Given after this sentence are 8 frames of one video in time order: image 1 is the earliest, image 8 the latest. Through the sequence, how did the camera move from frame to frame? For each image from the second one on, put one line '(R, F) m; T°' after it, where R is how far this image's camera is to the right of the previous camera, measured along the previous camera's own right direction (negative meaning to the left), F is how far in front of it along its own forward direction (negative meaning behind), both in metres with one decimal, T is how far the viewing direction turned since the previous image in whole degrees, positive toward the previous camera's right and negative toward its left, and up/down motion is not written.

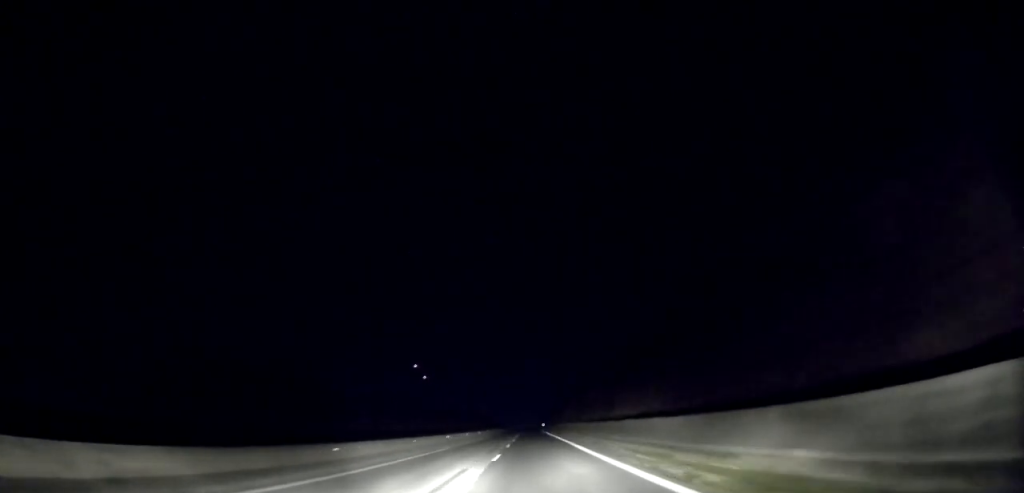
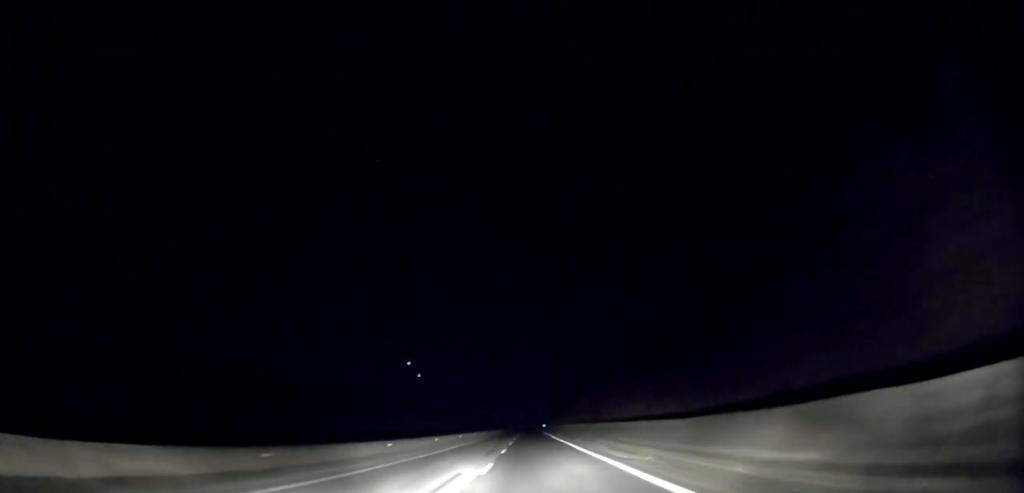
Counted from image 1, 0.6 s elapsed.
(-0.4, +16.9) m; 0°
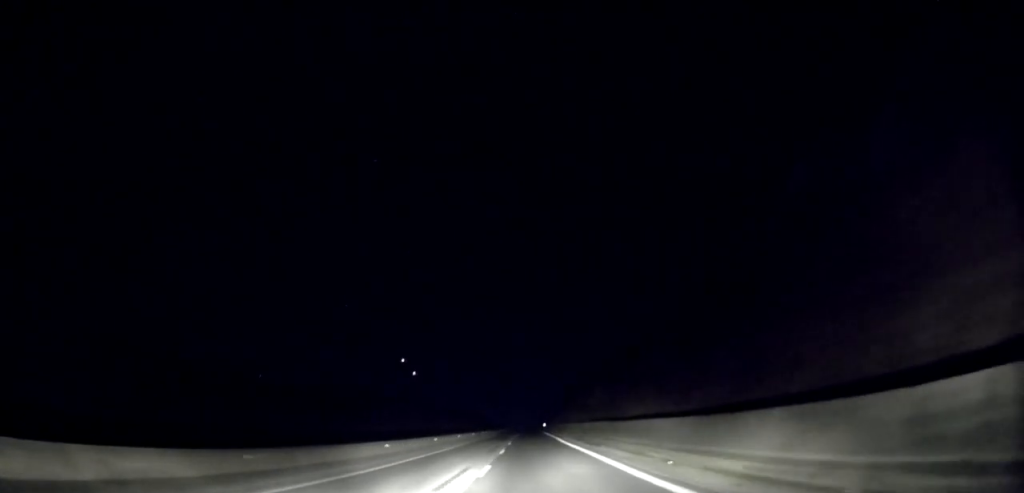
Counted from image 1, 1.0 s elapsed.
(-0.2, +12.4) m; 0°
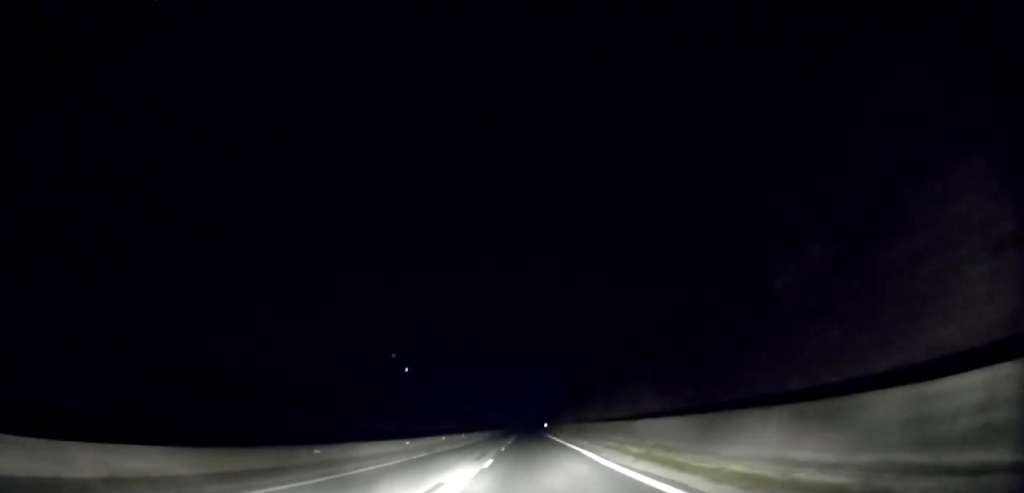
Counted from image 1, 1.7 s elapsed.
(+0.2, +20.7) m; 0°
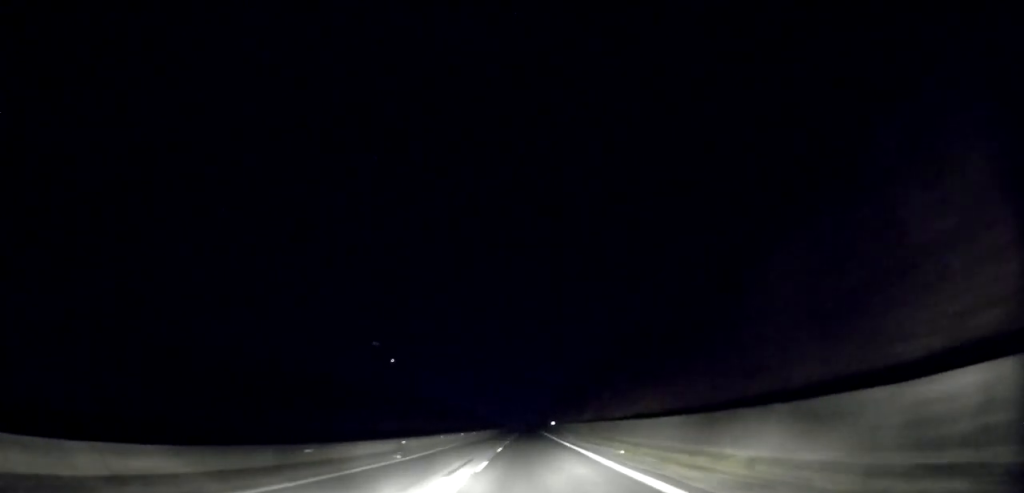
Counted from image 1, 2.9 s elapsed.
(+0.1, +36.8) m; 0°
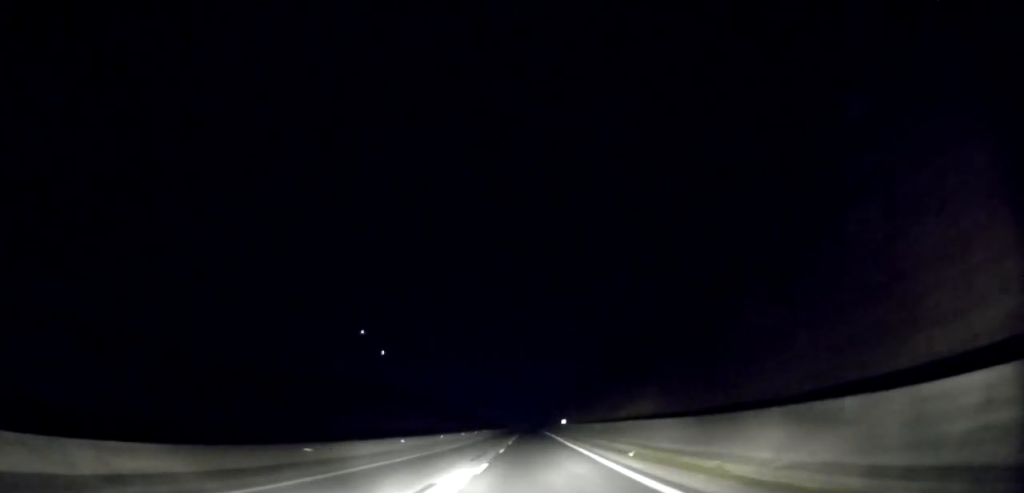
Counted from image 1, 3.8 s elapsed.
(0.0, +24.5) m; 0°
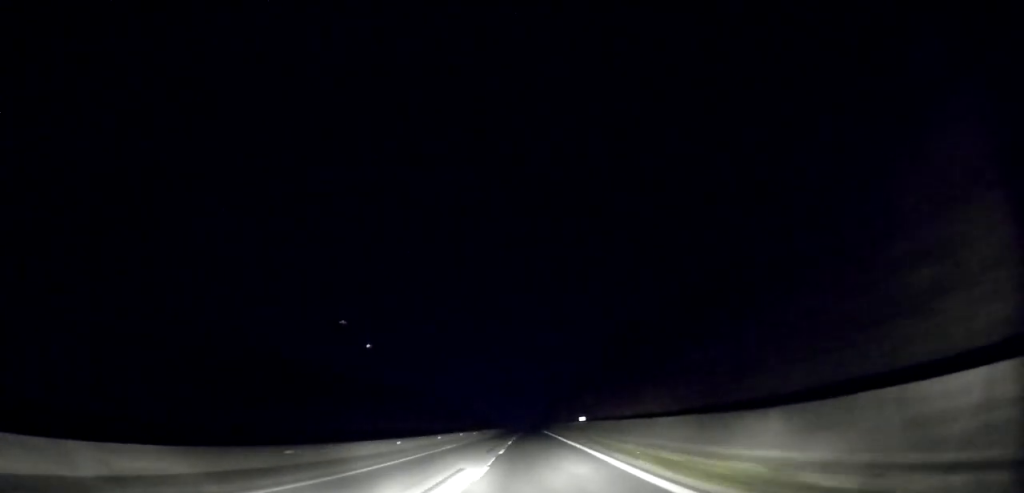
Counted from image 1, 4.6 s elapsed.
(0.0, +24.9) m; 0°
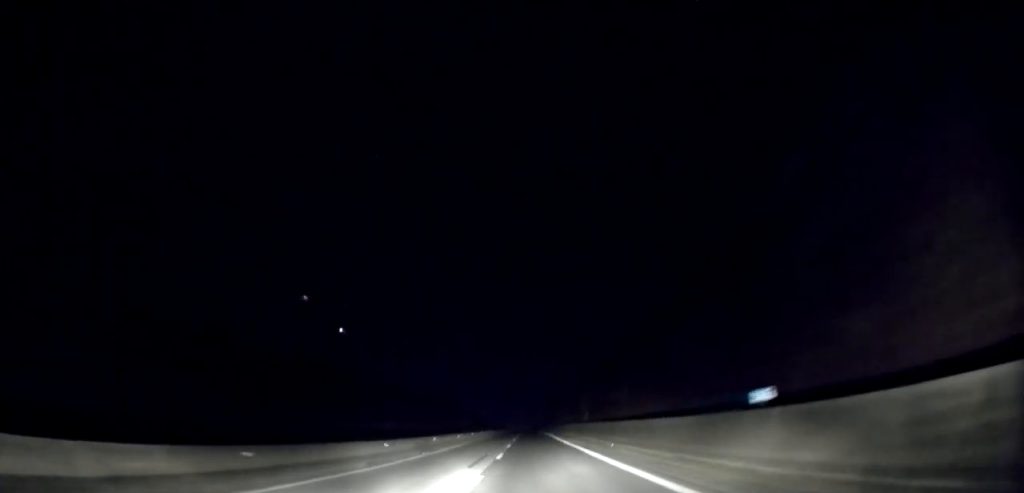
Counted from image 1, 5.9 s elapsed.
(-0.4, +37.5) m; 0°
